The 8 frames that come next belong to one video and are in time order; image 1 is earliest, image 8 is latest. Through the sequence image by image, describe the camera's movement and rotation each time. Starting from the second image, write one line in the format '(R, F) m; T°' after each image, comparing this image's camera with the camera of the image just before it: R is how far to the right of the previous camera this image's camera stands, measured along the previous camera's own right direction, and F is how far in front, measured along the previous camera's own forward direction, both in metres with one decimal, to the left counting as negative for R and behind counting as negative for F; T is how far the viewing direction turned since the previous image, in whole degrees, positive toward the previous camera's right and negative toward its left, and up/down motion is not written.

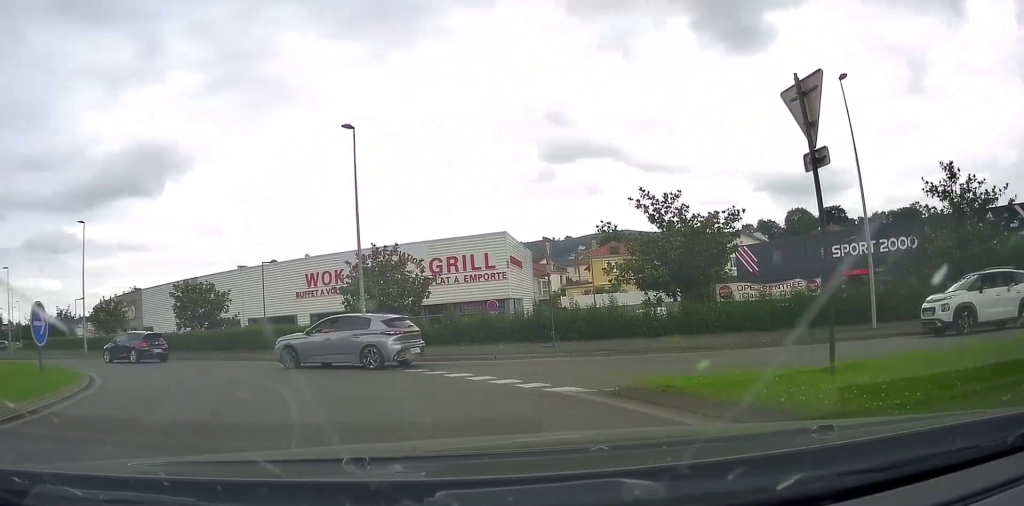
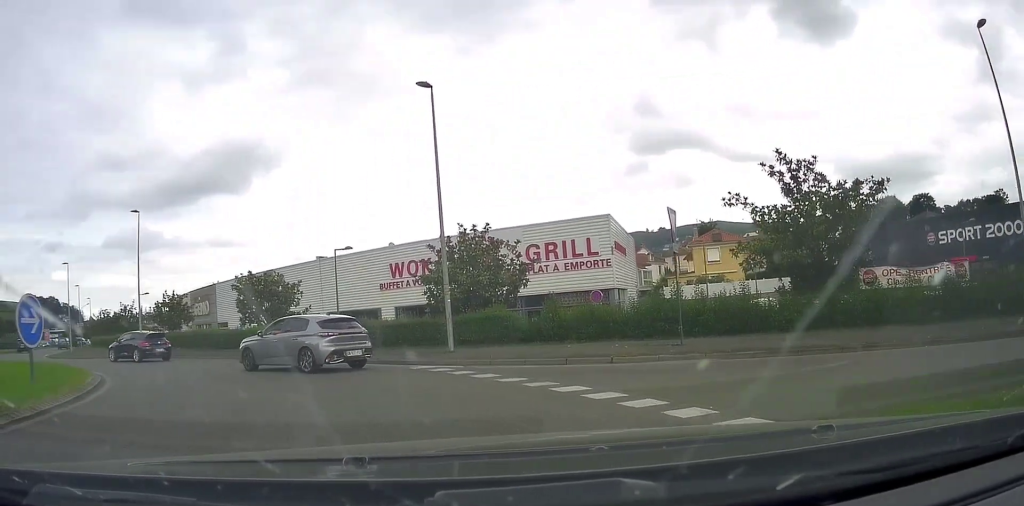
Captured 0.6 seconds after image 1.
(-0.2, +3.6) m; -7°
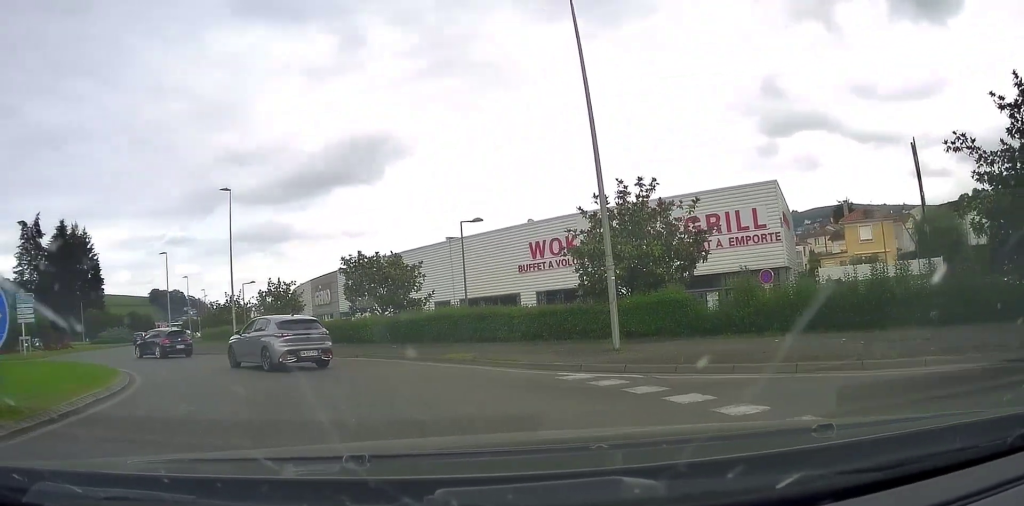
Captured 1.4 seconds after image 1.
(-0.2, +4.7) m; -9°
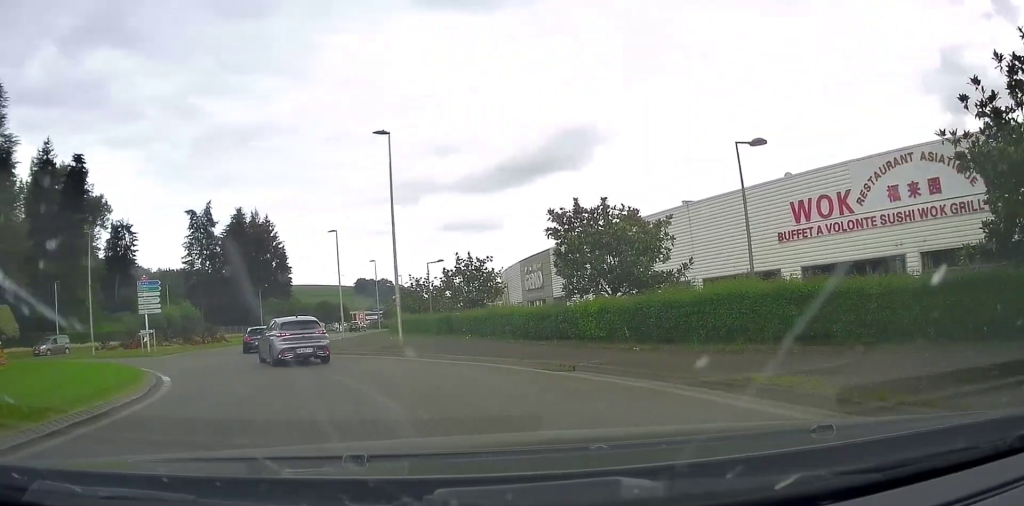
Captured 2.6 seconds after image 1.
(-1.4, +7.3) m; -21°
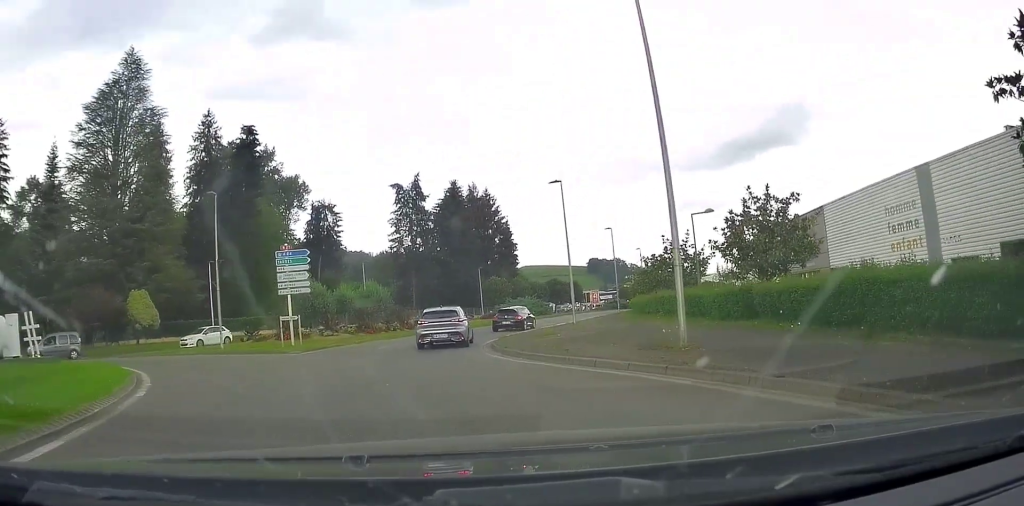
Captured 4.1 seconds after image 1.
(-2.0, +8.6) m; -25°
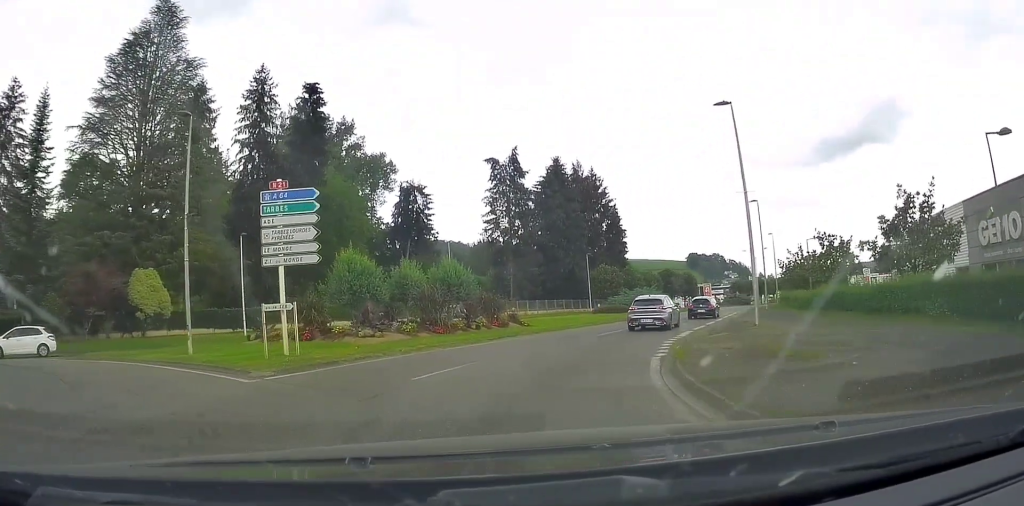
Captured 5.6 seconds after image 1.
(-2.1, +10.0) m; -19°
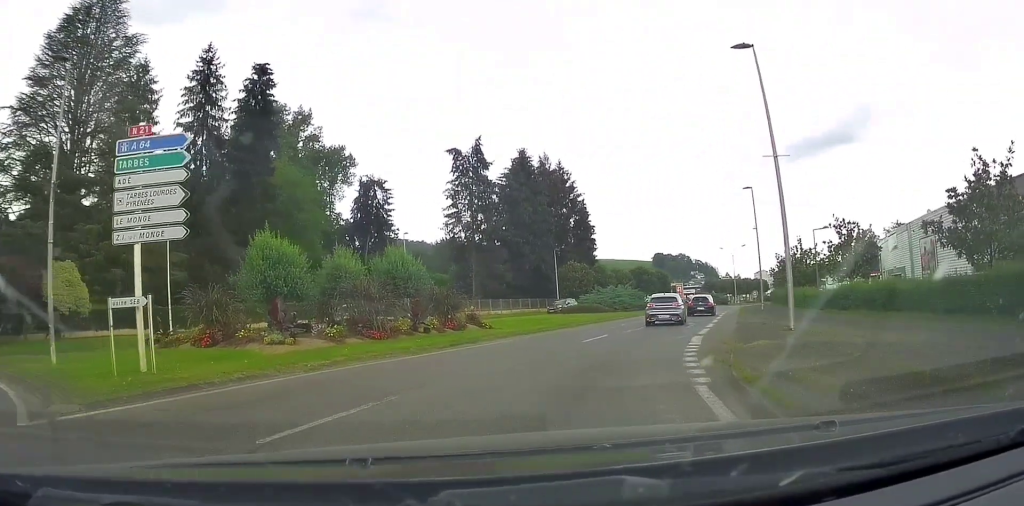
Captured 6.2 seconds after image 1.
(-0.1, +4.6) m; -4°
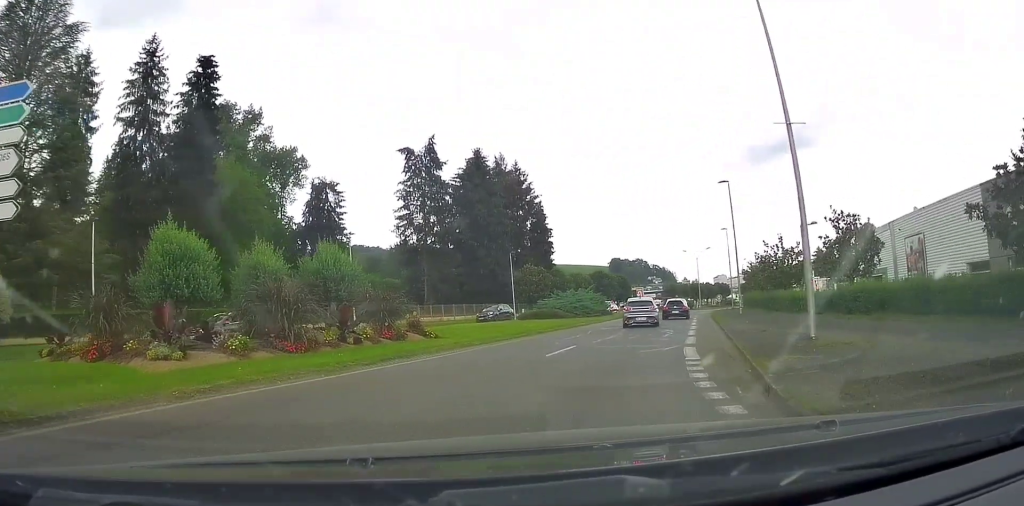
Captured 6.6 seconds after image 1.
(-0.1, +3.2) m; 0°
